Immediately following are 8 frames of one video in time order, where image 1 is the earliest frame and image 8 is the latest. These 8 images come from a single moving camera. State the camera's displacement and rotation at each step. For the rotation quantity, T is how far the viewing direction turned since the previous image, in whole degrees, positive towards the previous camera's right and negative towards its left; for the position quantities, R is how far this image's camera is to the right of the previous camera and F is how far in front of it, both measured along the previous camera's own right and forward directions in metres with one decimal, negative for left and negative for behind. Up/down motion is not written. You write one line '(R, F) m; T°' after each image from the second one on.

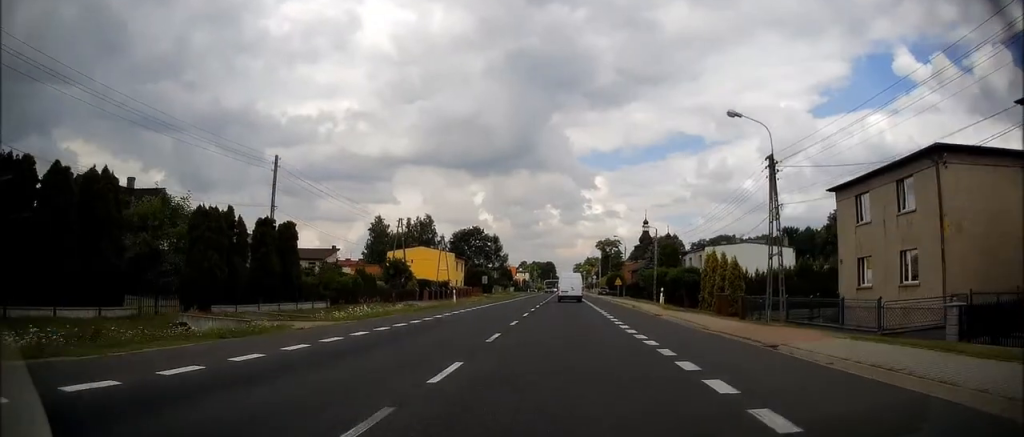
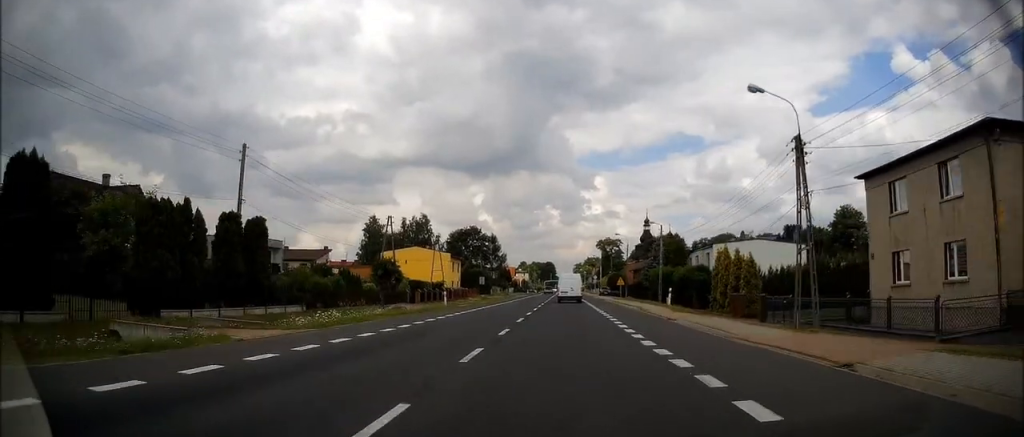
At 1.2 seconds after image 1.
(0.0, +17.7) m; 0°
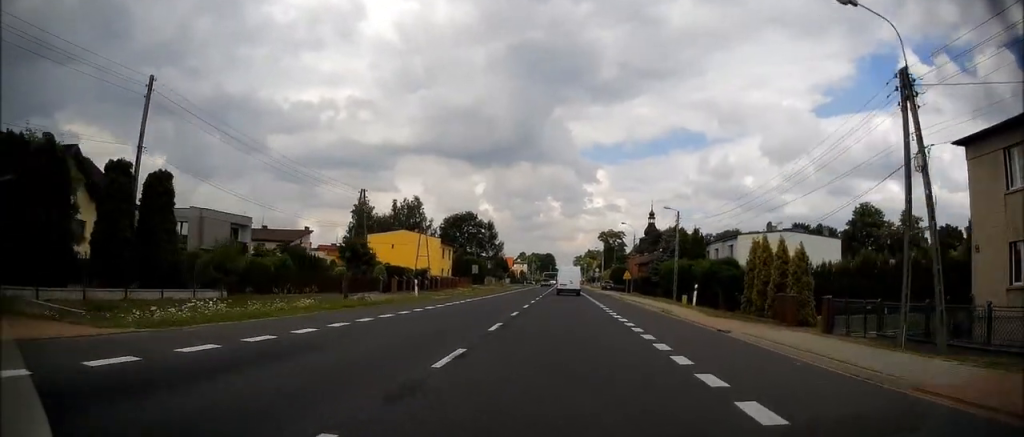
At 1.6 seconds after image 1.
(0.0, +7.7) m; 0°
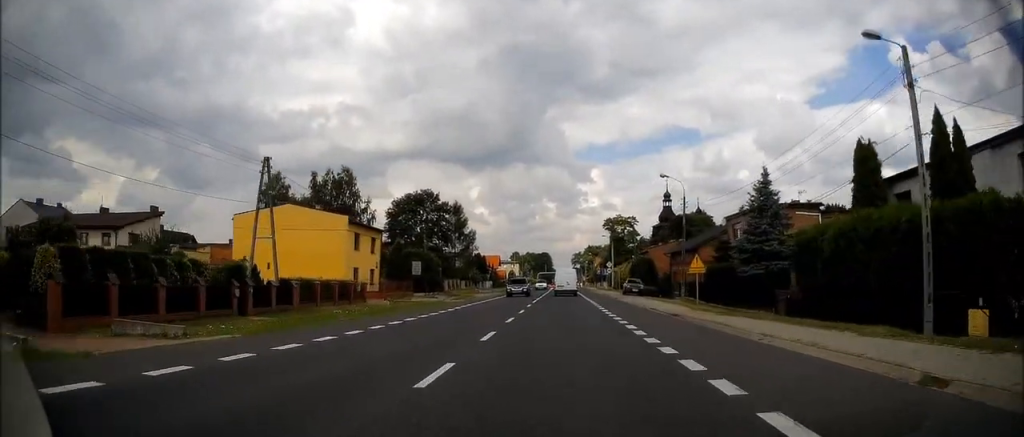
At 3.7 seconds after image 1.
(-0.6, +36.7) m; -1°
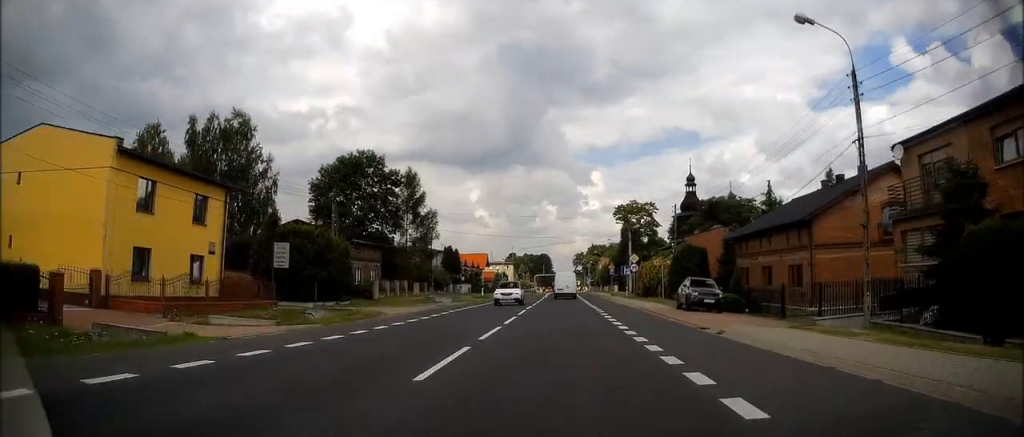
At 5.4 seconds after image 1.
(+0.6, +29.8) m; +2°
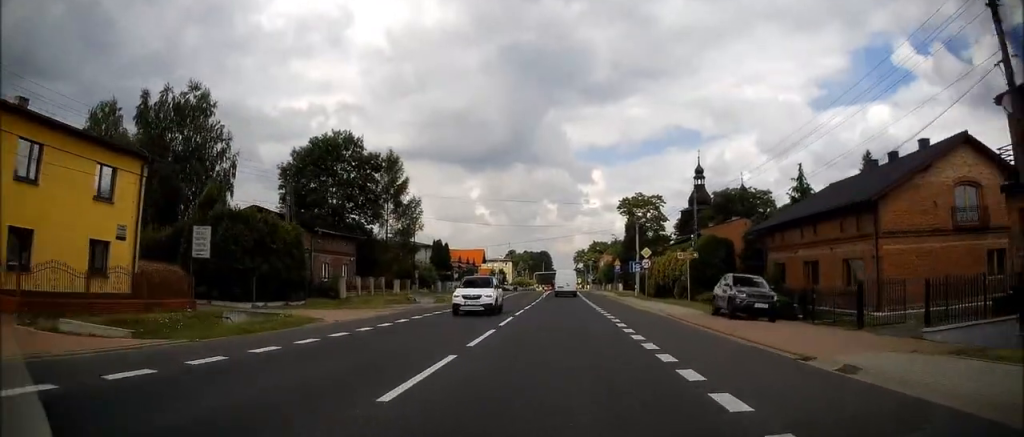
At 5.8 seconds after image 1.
(0.0, +7.7) m; 0°
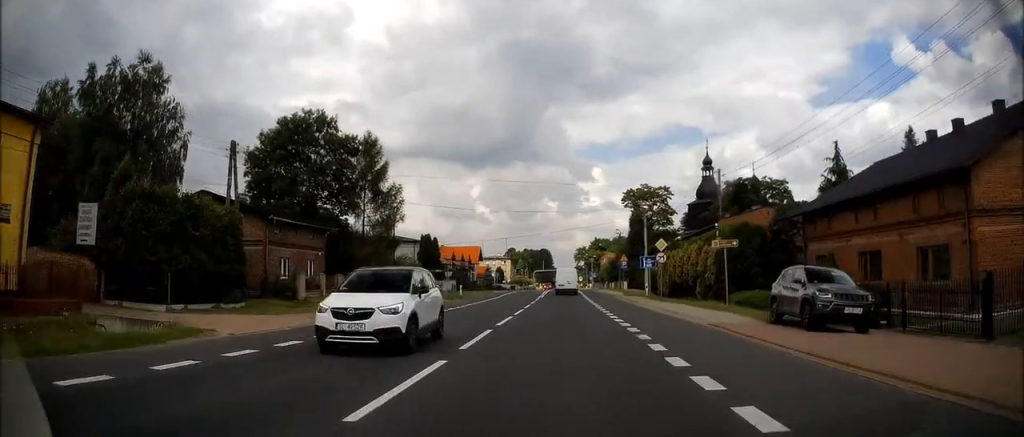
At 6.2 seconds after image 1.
(0.0, +6.9) m; 0°
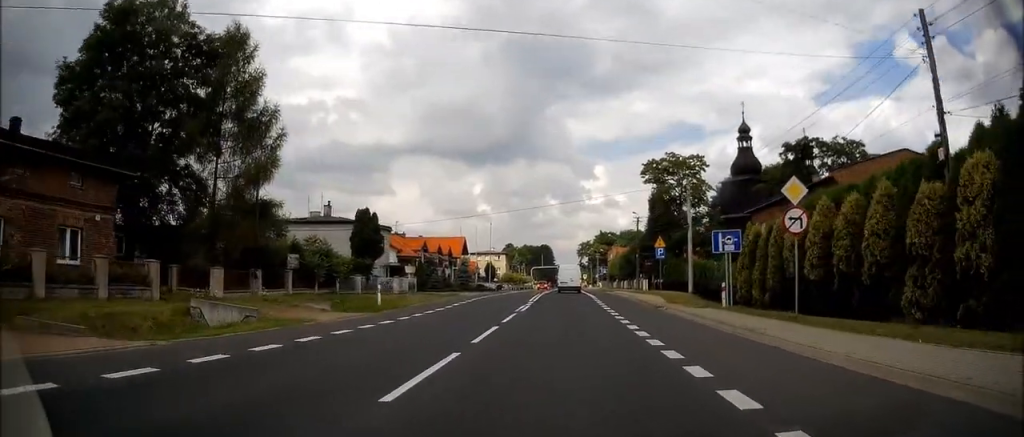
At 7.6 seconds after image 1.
(-0.2, +22.8) m; -1°
